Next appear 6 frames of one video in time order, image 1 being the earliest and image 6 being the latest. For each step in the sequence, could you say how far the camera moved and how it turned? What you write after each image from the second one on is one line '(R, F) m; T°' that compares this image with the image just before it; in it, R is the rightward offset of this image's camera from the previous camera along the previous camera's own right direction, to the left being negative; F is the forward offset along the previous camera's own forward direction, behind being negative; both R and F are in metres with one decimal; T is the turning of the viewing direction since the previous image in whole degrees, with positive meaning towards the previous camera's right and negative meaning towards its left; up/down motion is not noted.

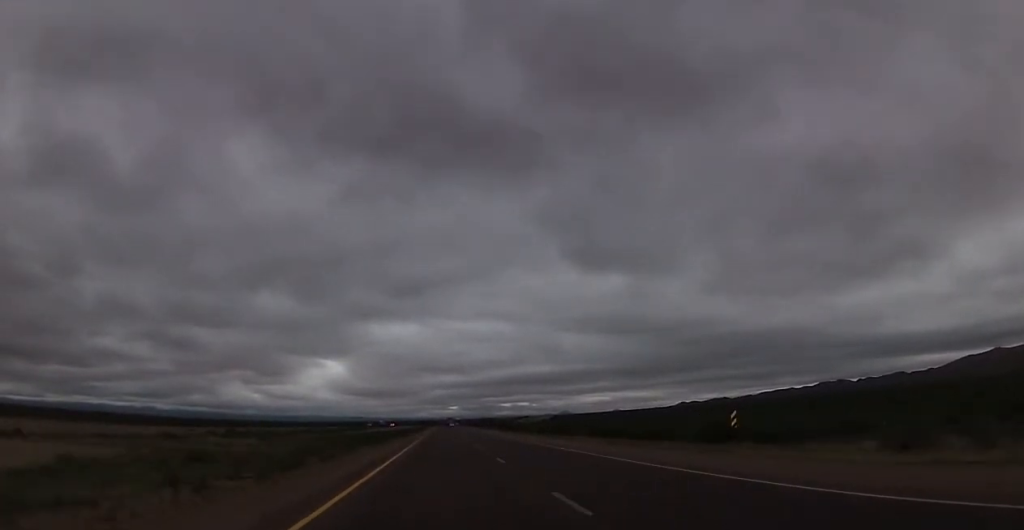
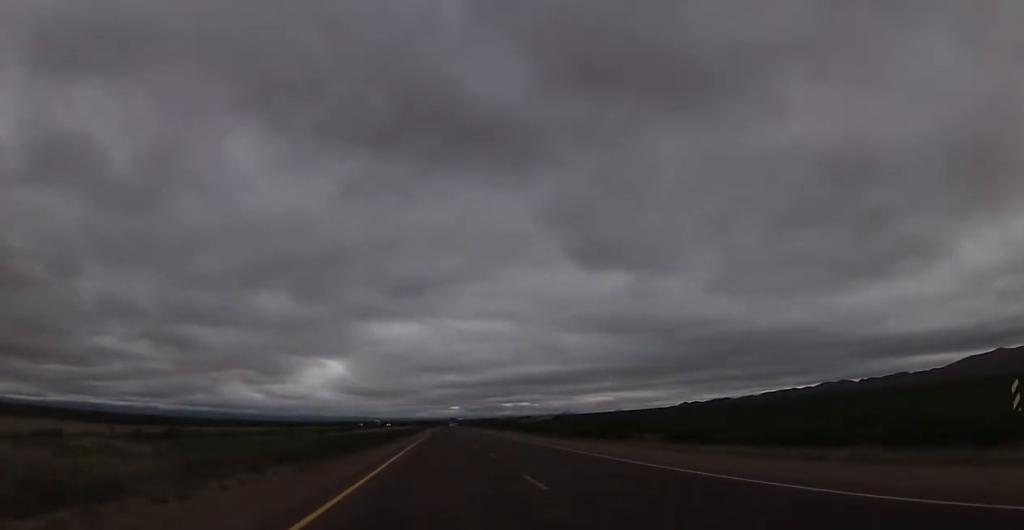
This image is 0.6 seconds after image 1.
(0.0, +20.7) m; 0°
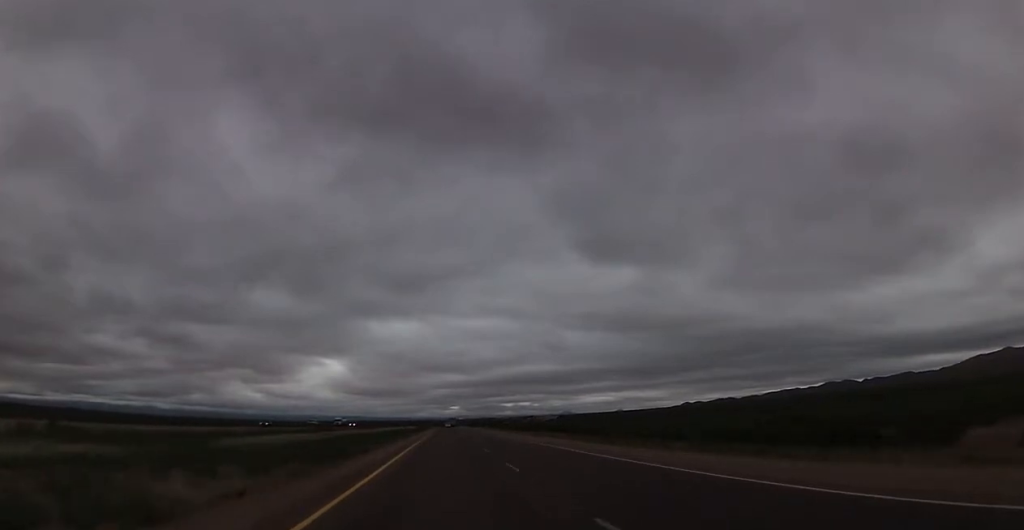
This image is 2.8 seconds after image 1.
(-0.9, +80.4) m; 0°
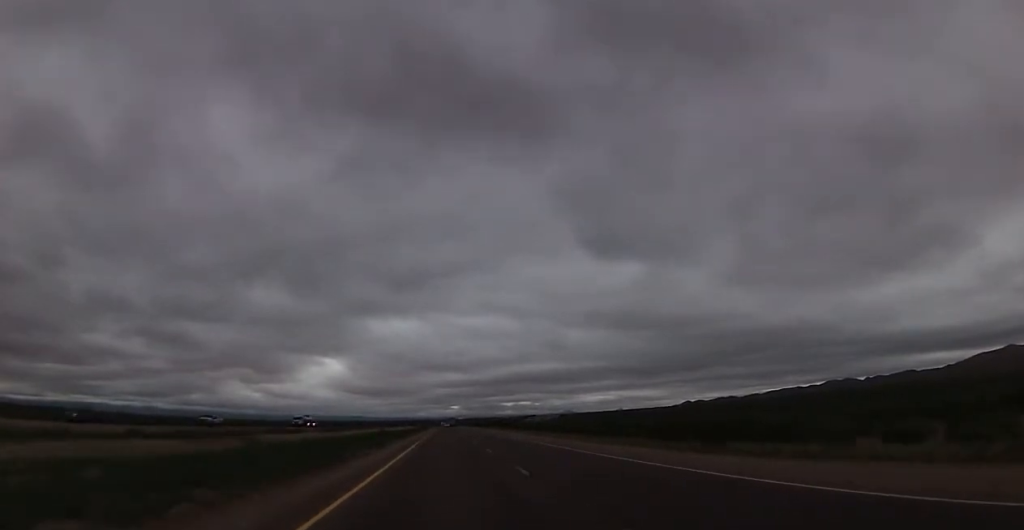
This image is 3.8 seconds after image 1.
(+0.3, +37.7) m; 0°
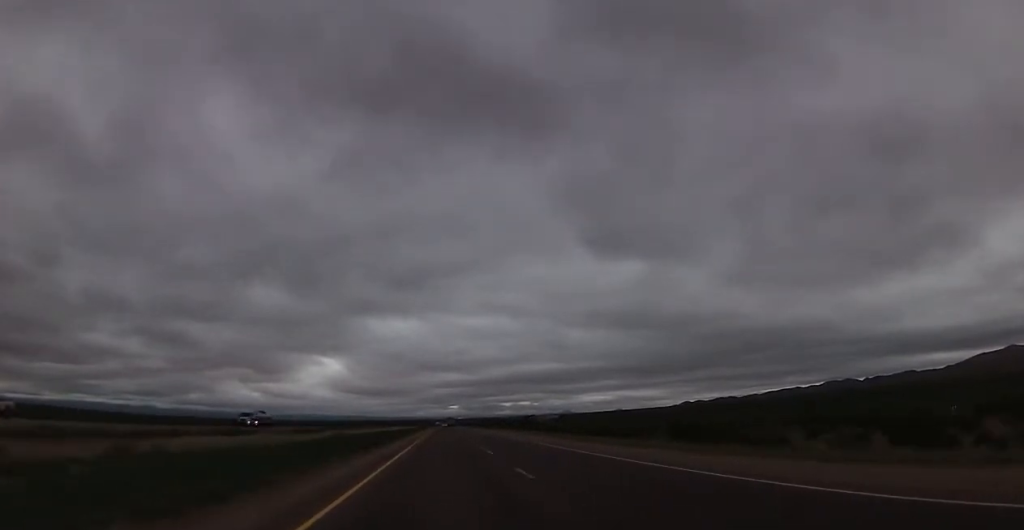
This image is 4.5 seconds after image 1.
(0.0, +25.6) m; 0°
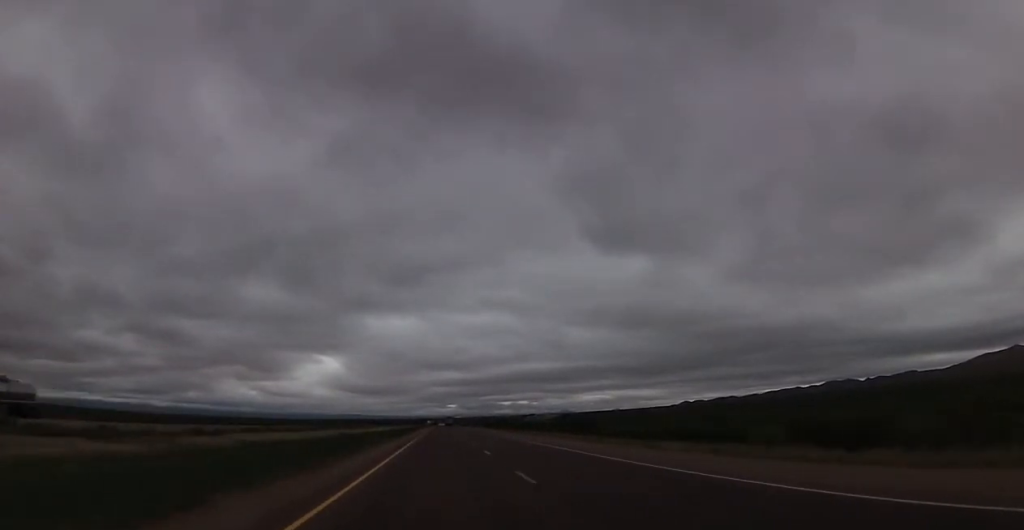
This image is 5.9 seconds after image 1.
(+0.1, +50.1) m; 0°
